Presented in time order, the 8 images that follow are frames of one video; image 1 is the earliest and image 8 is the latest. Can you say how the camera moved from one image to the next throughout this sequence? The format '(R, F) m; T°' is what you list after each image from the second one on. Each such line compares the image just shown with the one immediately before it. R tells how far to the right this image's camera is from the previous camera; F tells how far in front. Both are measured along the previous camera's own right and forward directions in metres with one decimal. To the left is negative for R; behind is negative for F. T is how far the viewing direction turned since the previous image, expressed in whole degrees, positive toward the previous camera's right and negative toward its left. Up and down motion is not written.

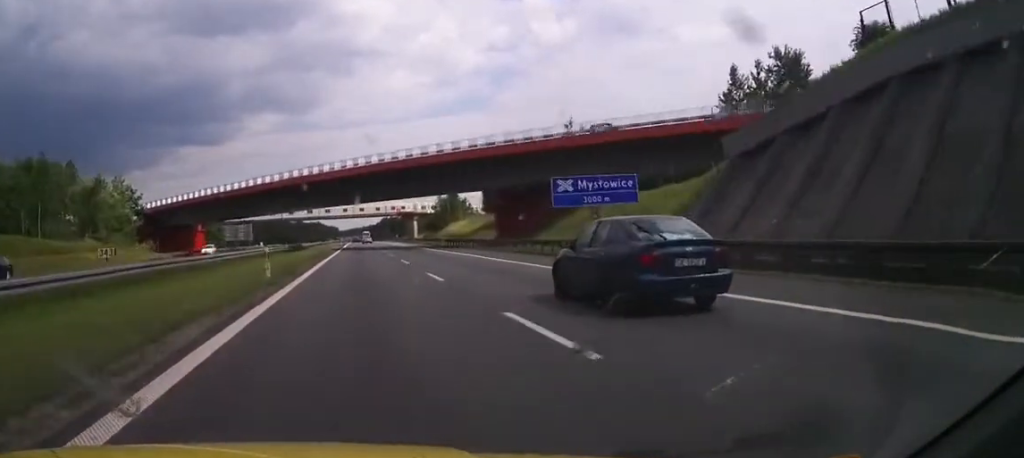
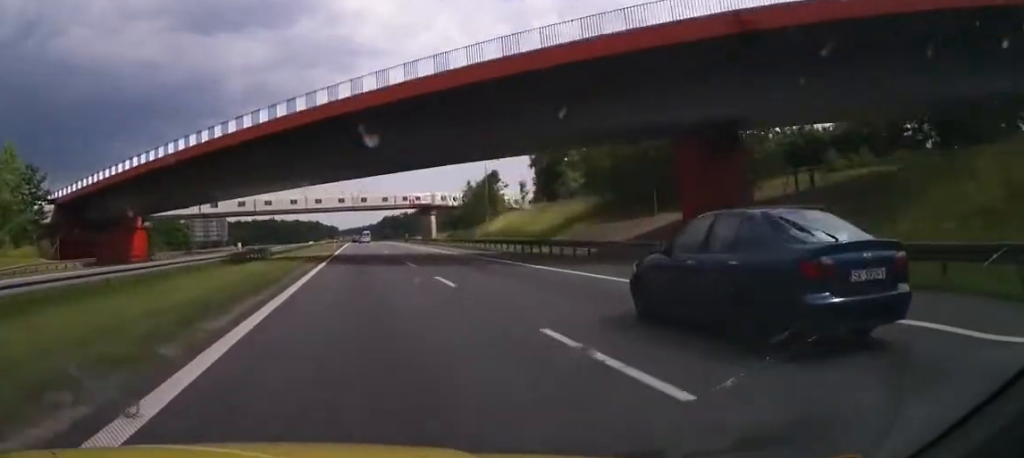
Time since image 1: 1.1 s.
(+0.6, +37.4) m; +1°
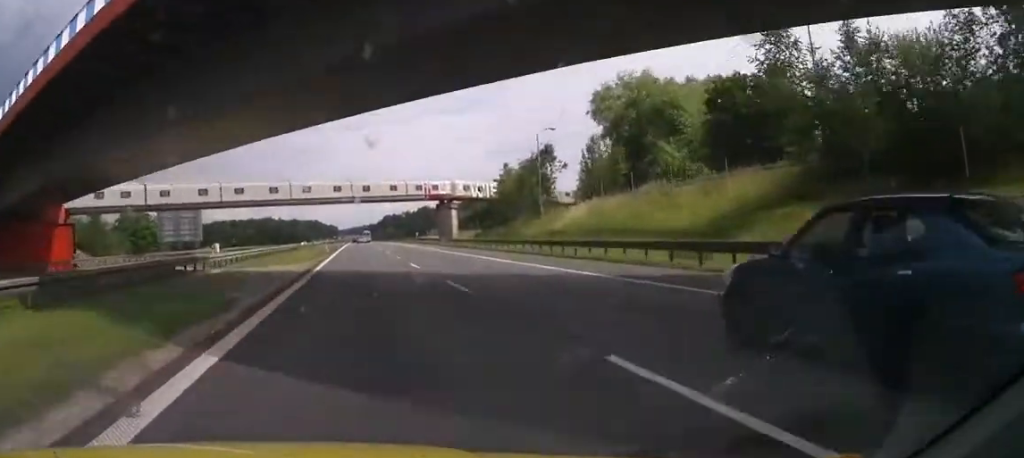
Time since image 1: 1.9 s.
(+0.1, +26.0) m; 0°
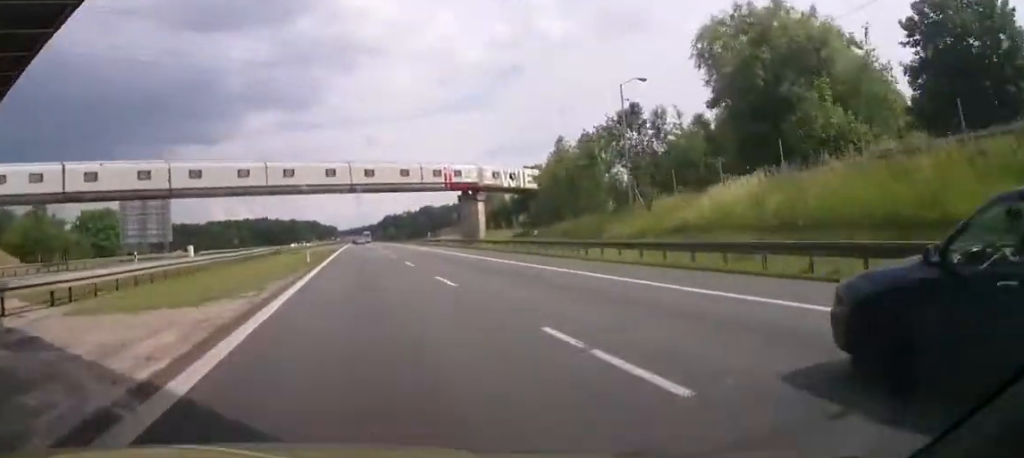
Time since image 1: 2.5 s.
(0.0, +21.4) m; -1°
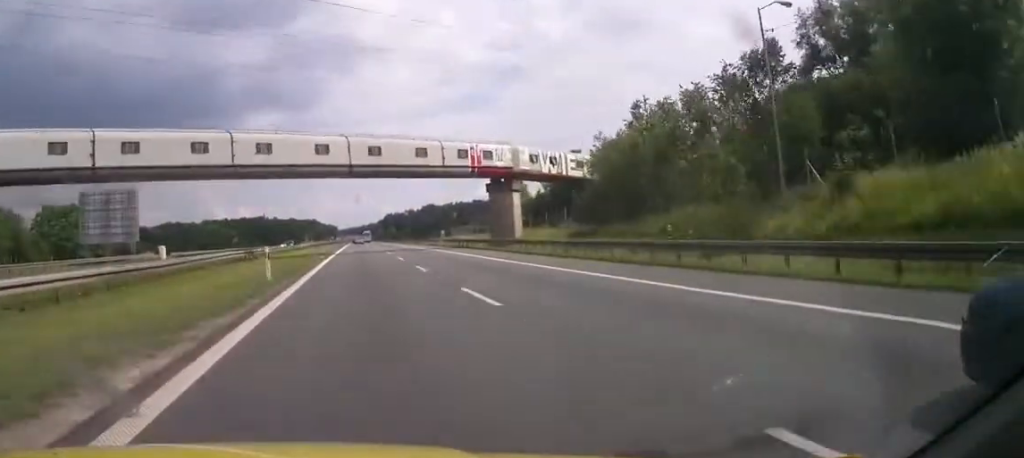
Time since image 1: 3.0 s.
(-0.3, +17.0) m; -1°
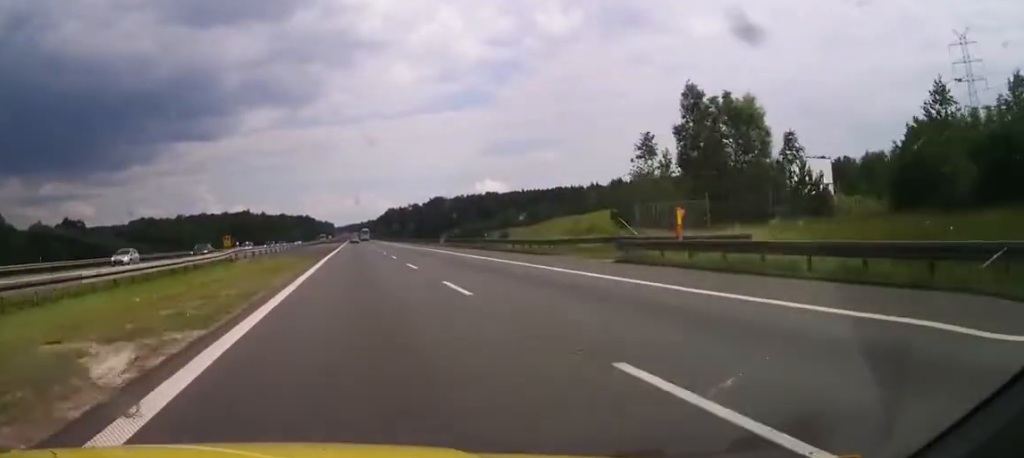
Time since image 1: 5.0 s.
(-0.6, +69.1) m; 0°
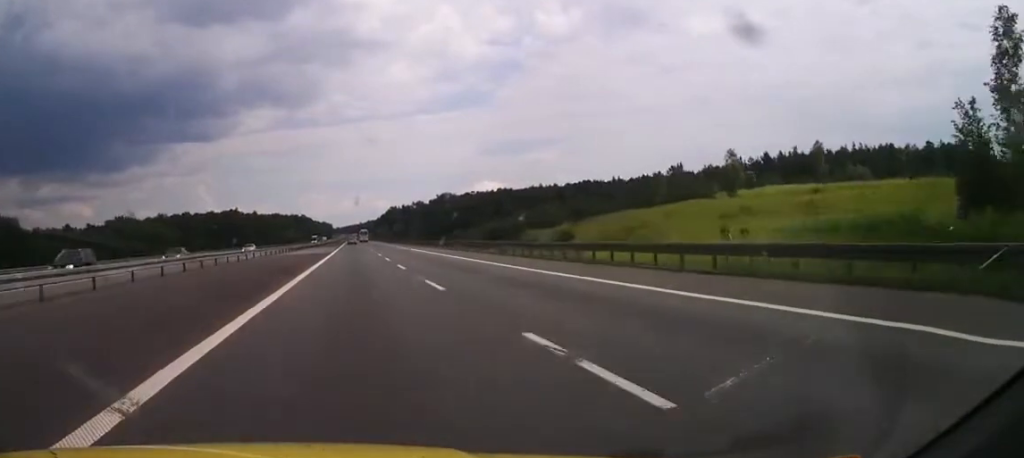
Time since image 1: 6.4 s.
(+0.2, +45.4) m; +1°
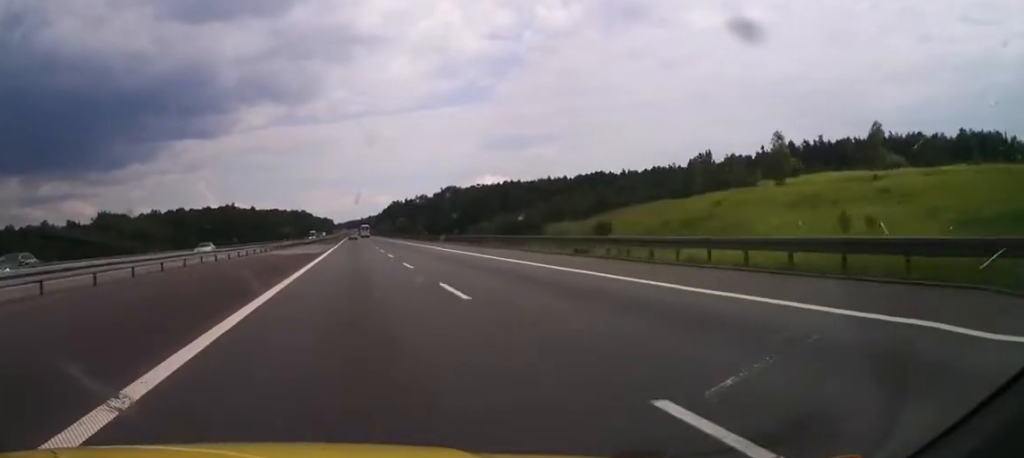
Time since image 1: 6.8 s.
(+0.1, +15.8) m; 0°
